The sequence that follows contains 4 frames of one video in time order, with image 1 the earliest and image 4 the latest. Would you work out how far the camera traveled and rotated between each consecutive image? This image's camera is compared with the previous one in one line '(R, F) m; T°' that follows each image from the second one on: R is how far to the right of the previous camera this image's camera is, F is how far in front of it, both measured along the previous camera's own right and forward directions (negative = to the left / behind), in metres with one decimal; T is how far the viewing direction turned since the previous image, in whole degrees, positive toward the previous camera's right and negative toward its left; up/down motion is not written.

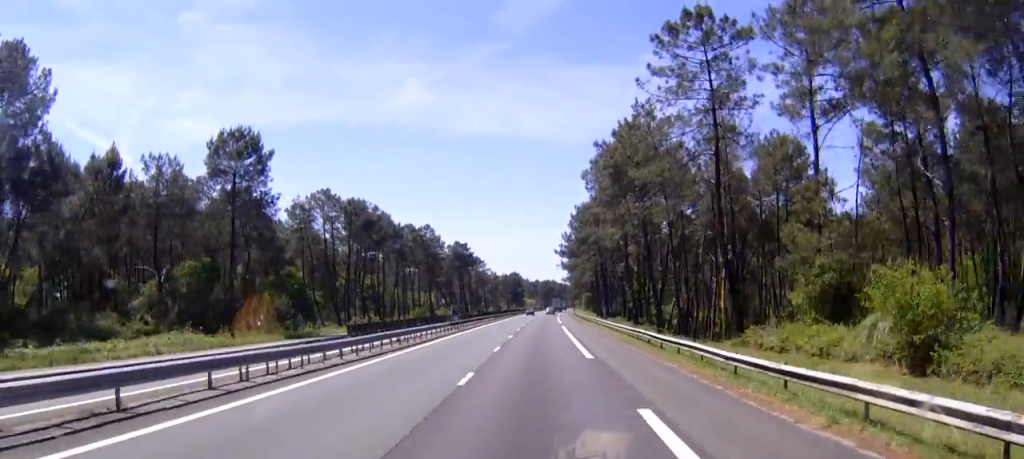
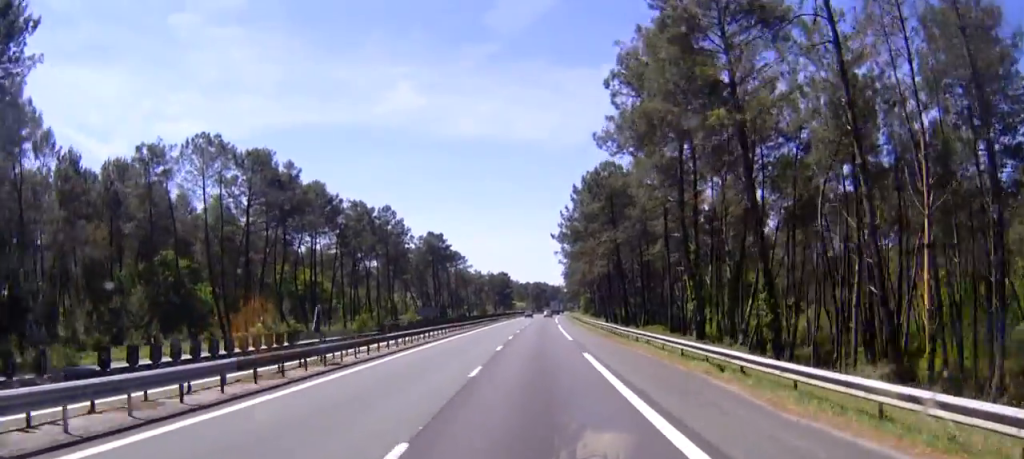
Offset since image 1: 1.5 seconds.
(+0.1, +35.7) m; +1°
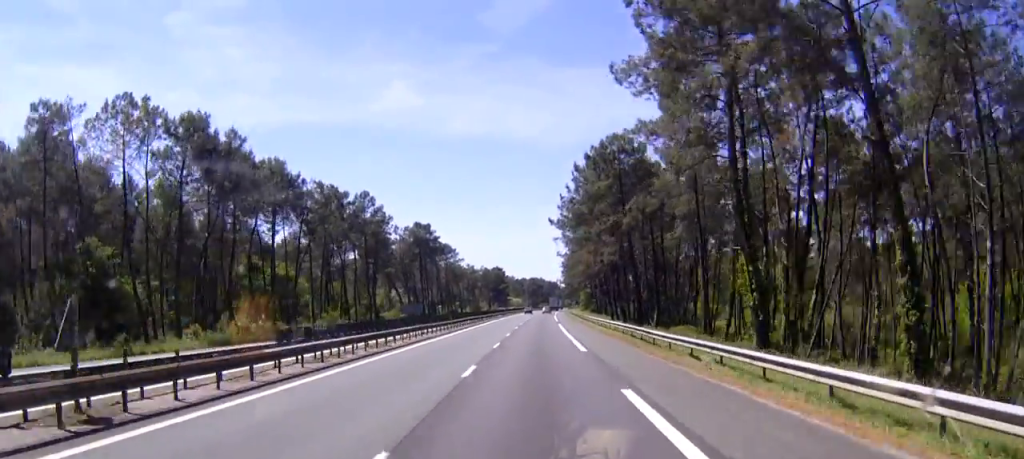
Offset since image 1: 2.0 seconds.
(+0.1, +12.3) m; 0°
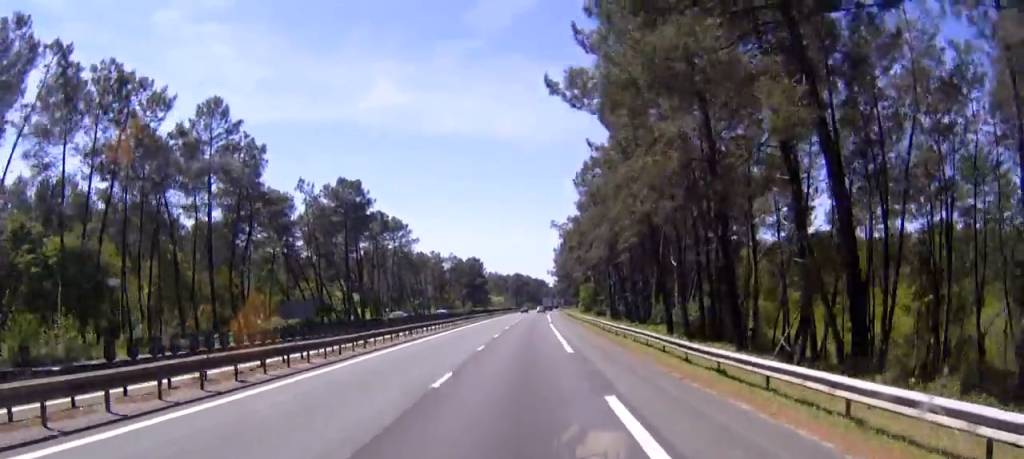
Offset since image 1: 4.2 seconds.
(0.0, +52.1) m; 0°
